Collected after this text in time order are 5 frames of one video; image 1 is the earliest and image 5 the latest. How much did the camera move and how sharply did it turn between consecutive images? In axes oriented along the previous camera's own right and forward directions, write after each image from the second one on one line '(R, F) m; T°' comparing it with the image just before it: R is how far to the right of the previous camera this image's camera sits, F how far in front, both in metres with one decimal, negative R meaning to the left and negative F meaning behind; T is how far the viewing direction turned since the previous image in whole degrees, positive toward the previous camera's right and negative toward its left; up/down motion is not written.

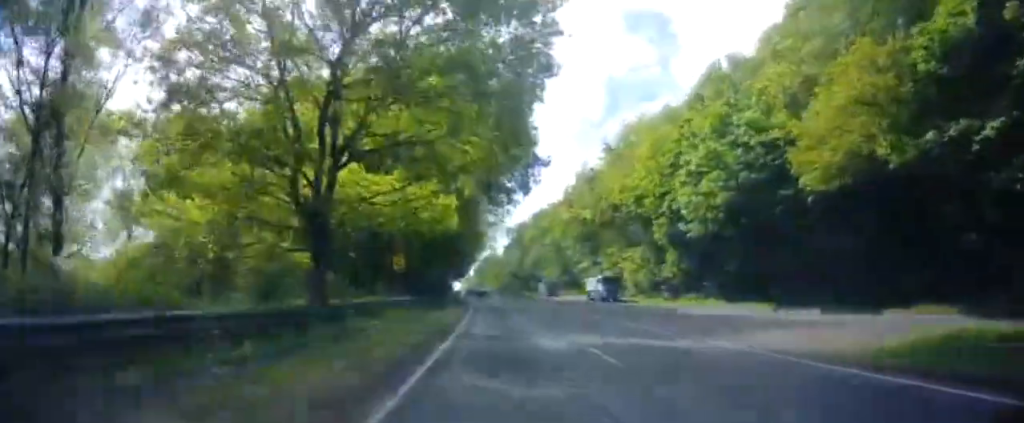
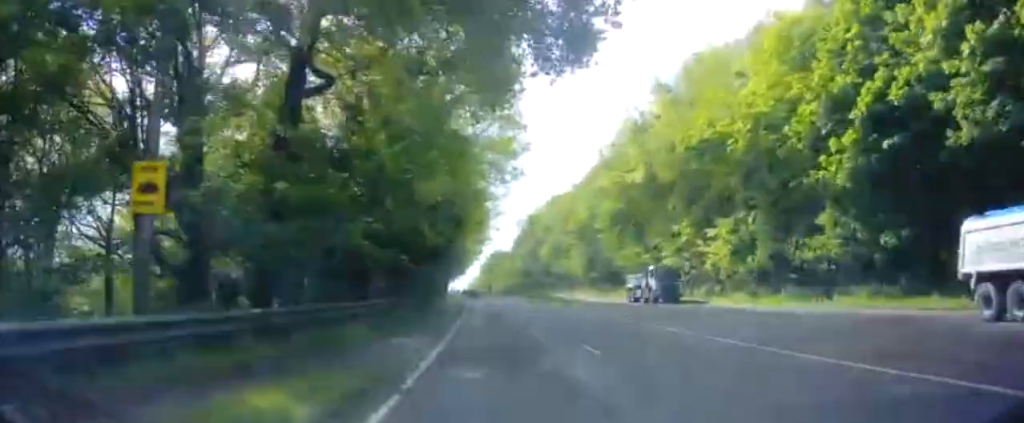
(-0.3, +25.7) m; -1°
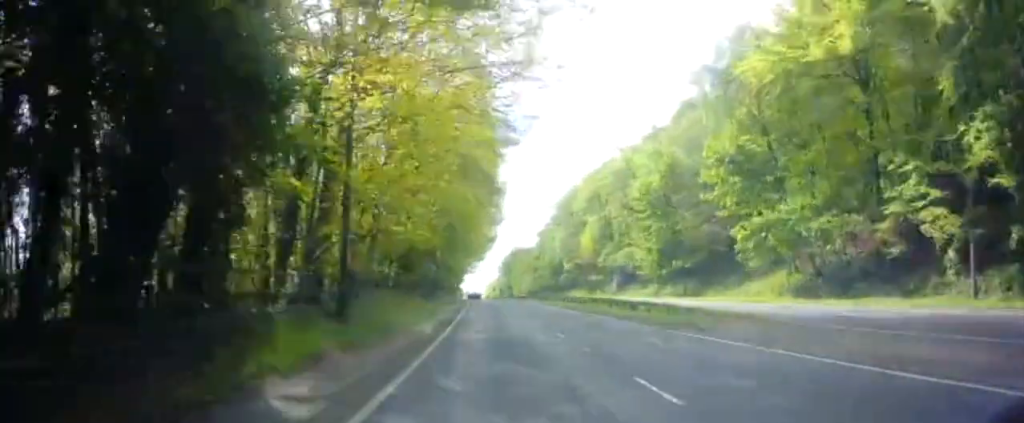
(-0.1, +32.2) m; -1°
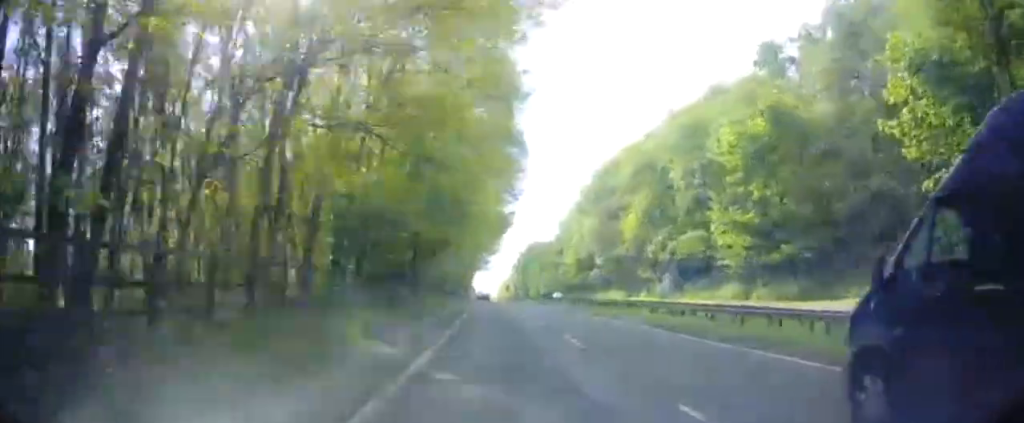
(-0.4, +19.6) m; -1°
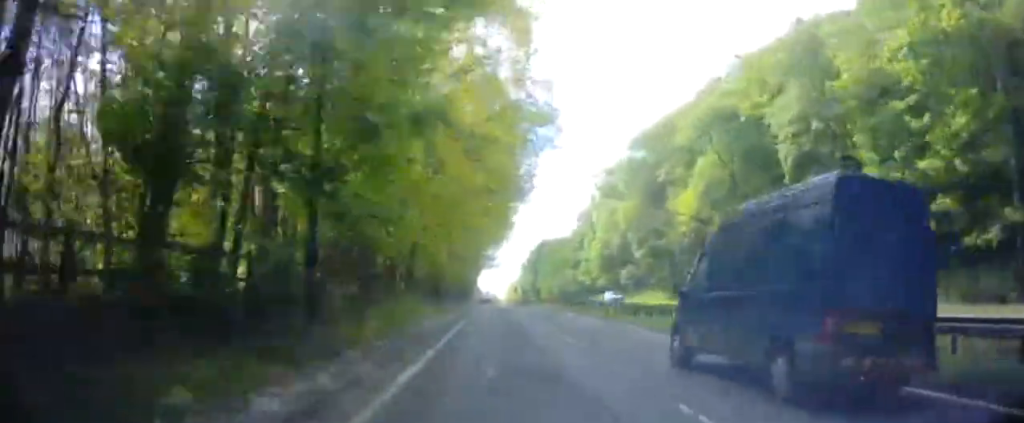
(+0.1, +18.0) m; -1°
